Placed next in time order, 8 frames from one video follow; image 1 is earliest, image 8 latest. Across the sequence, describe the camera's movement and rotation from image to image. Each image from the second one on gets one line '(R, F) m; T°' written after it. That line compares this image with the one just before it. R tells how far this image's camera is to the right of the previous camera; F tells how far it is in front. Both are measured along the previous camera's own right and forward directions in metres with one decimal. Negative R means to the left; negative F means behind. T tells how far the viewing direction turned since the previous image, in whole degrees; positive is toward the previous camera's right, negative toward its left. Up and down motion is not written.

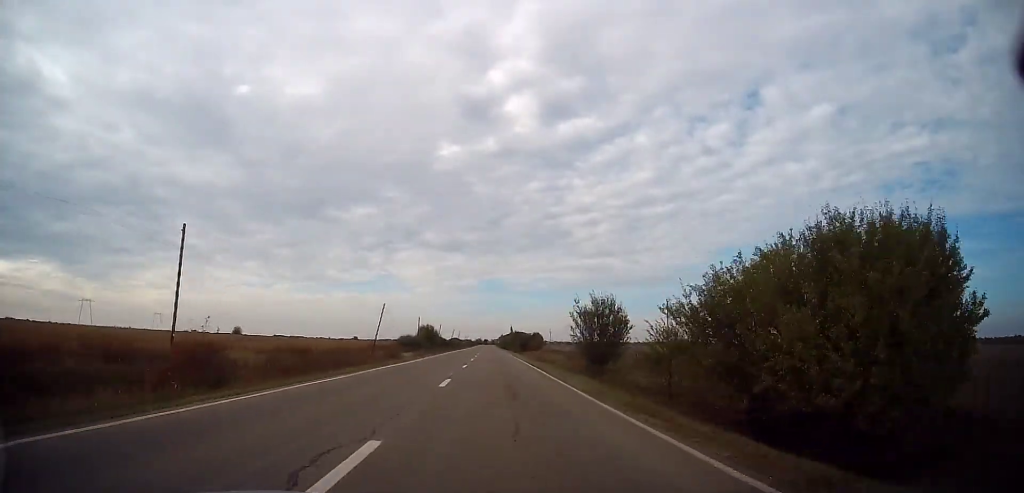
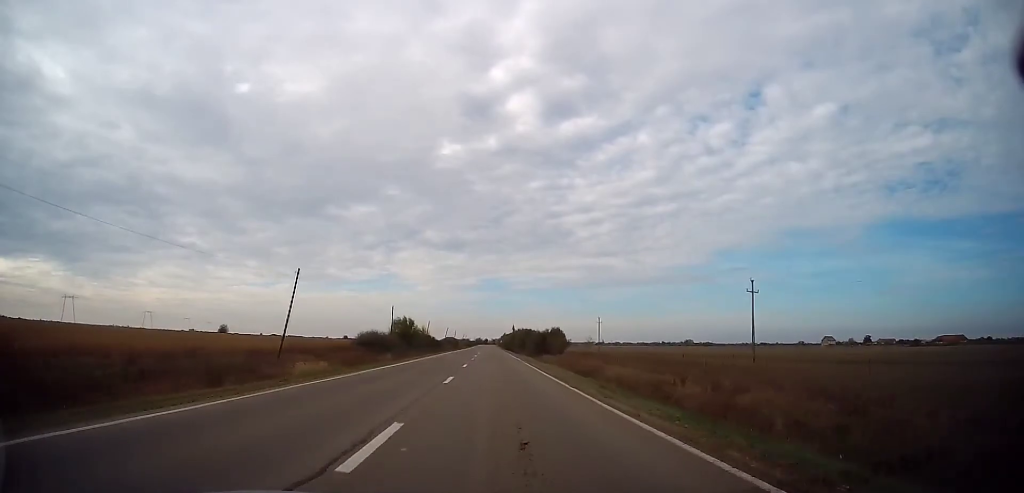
(0.0, +32.5) m; -1°
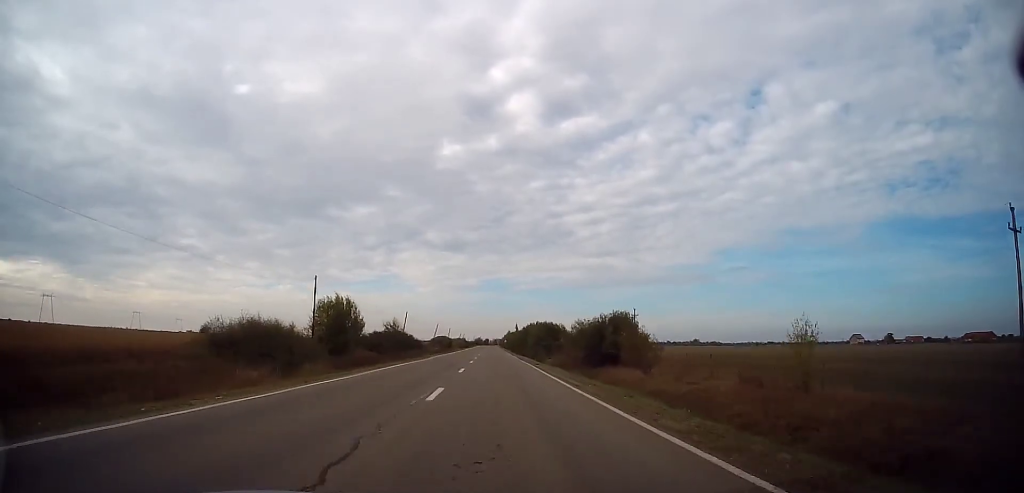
(-0.2, +38.3) m; 0°
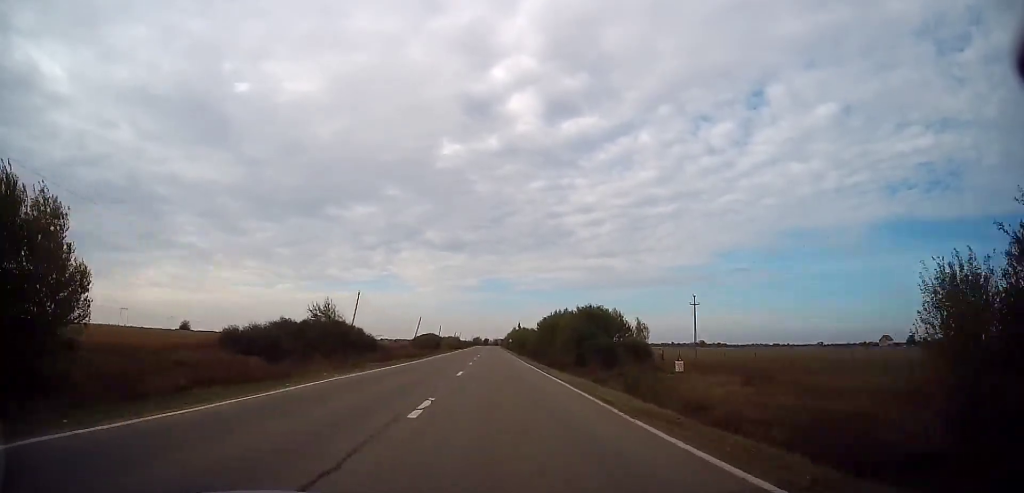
(0.0, +35.9) m; 0°
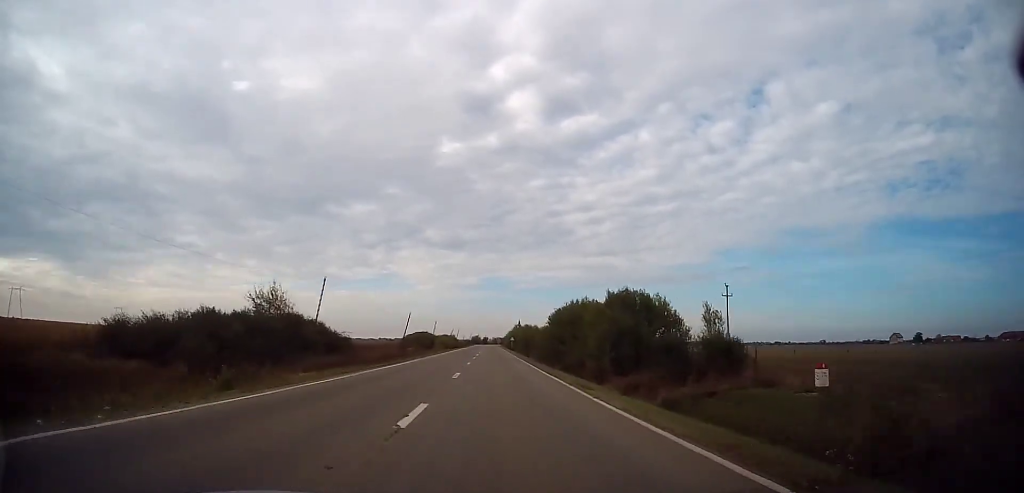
(0.0, +12.7) m; +1°
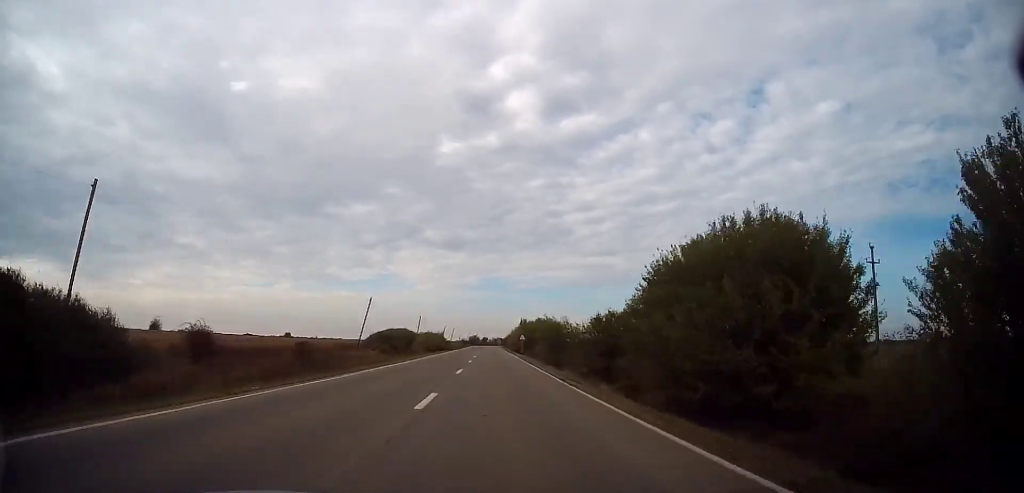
(+0.4, +31.9) m; +1°
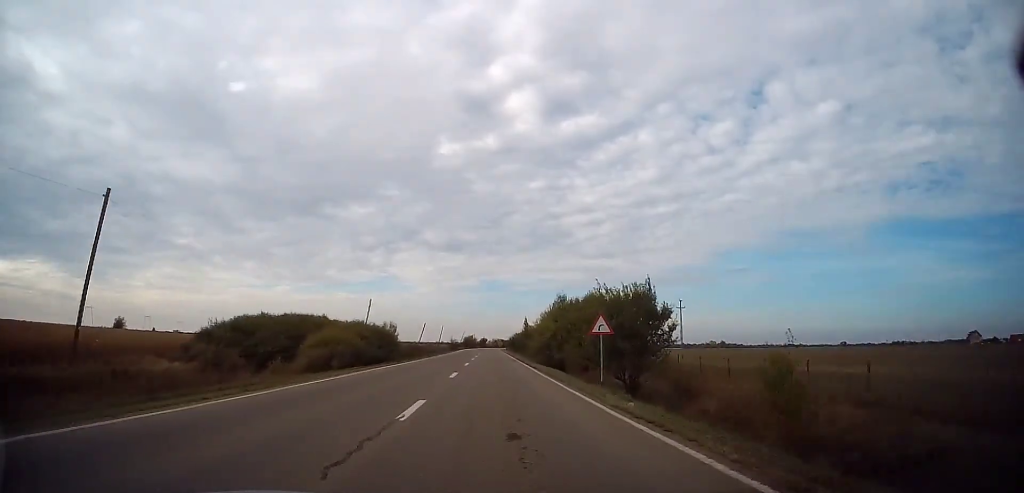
(-0.3, +46.7) m; -1°
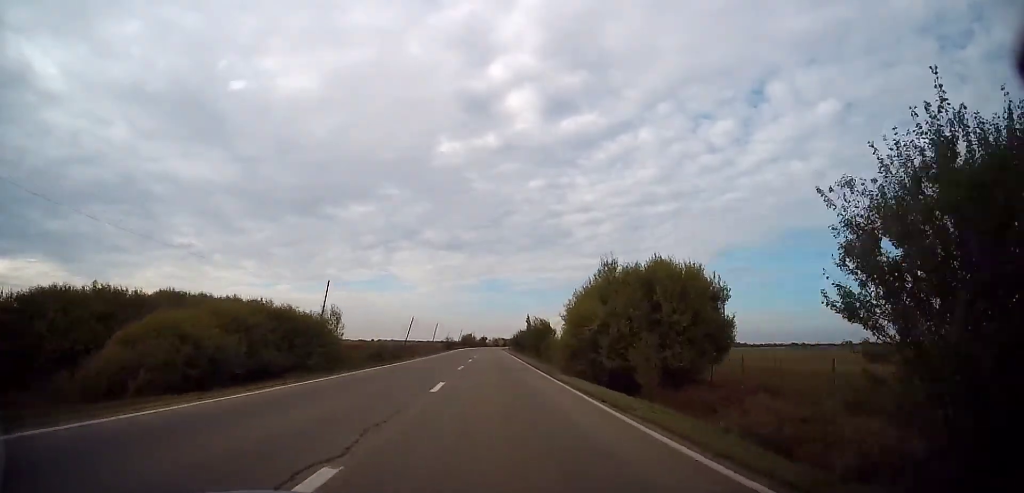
(0.0, +17.7) m; 0°
